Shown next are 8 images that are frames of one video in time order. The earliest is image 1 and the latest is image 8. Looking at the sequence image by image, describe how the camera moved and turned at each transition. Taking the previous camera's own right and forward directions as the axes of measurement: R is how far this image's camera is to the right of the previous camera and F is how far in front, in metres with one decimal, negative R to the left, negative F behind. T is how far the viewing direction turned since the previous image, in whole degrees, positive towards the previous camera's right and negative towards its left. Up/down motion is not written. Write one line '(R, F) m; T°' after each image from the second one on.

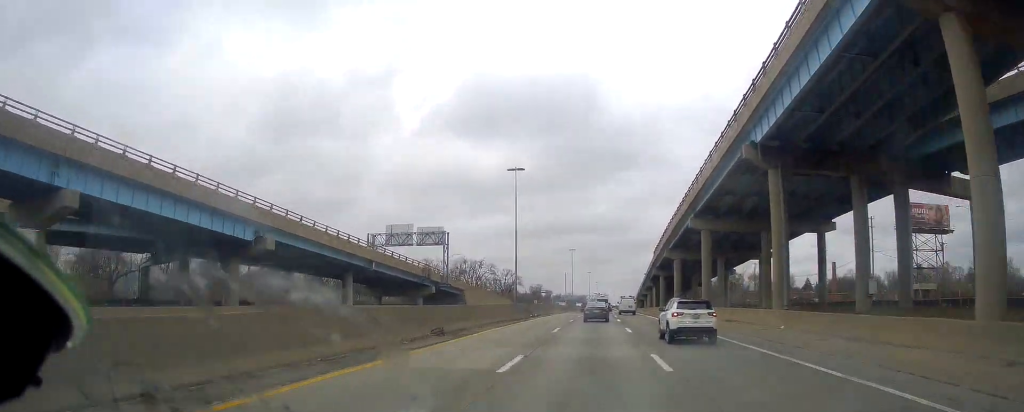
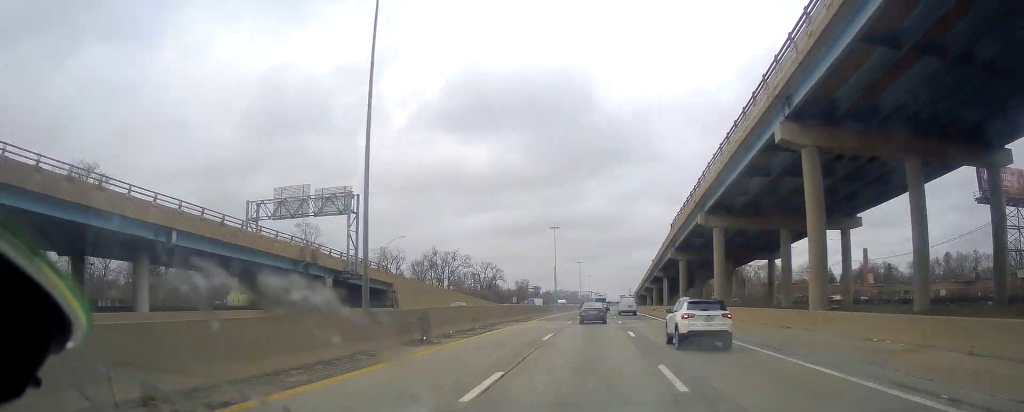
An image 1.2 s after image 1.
(+0.1, +34.1) m; -1°
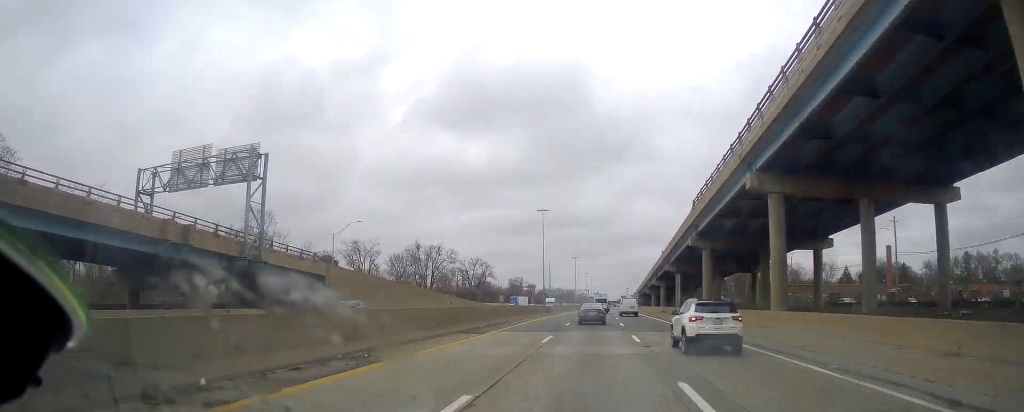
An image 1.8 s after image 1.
(-0.5, +18.4) m; 0°
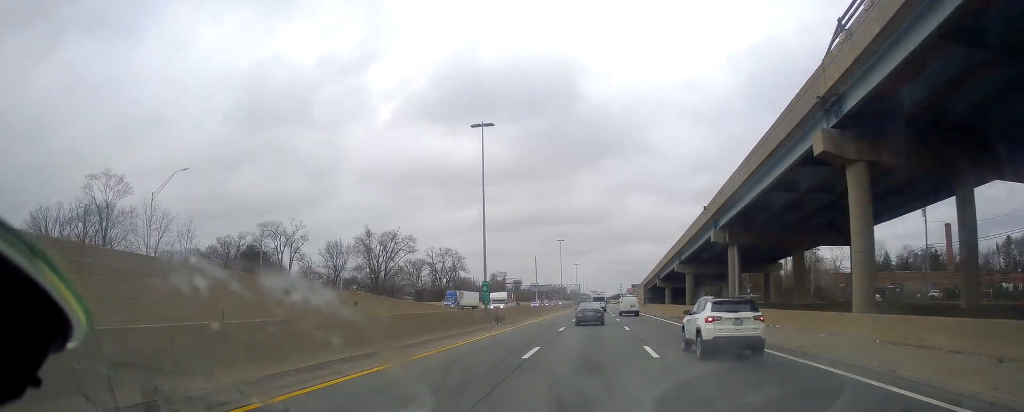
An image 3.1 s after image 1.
(+1.6, +37.2) m; +4°
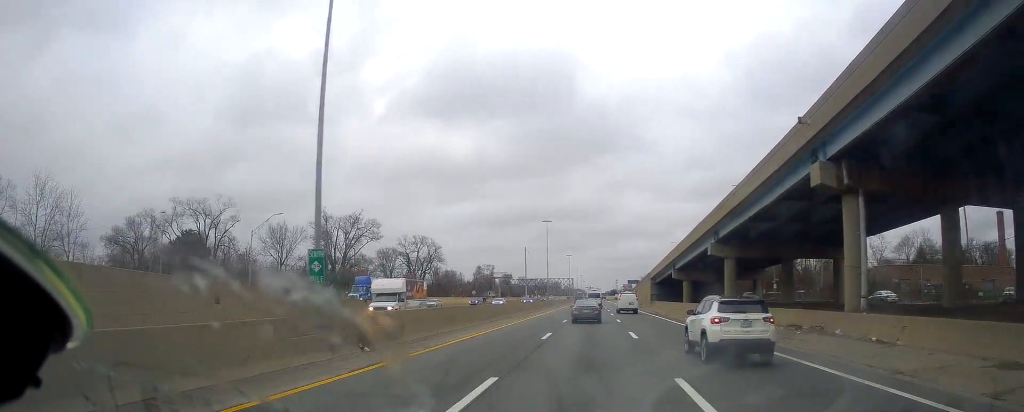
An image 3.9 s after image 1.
(+0.2, +23.7) m; +1°
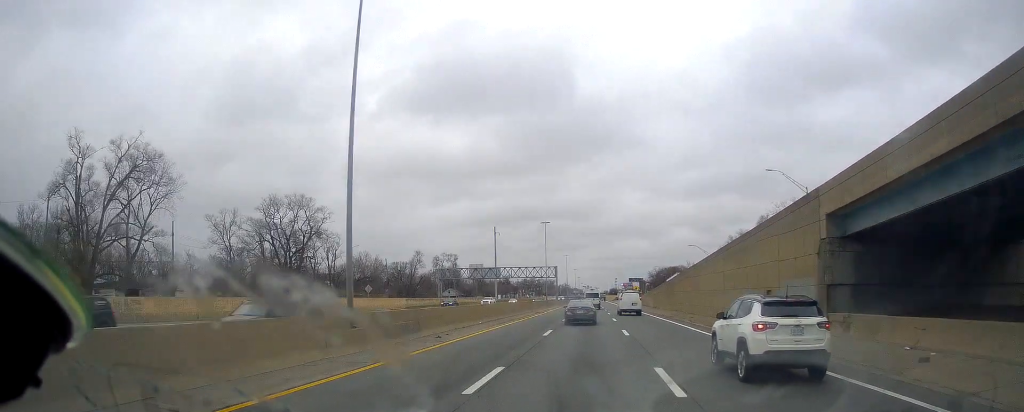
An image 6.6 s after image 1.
(-0.3, +73.8) m; +1°
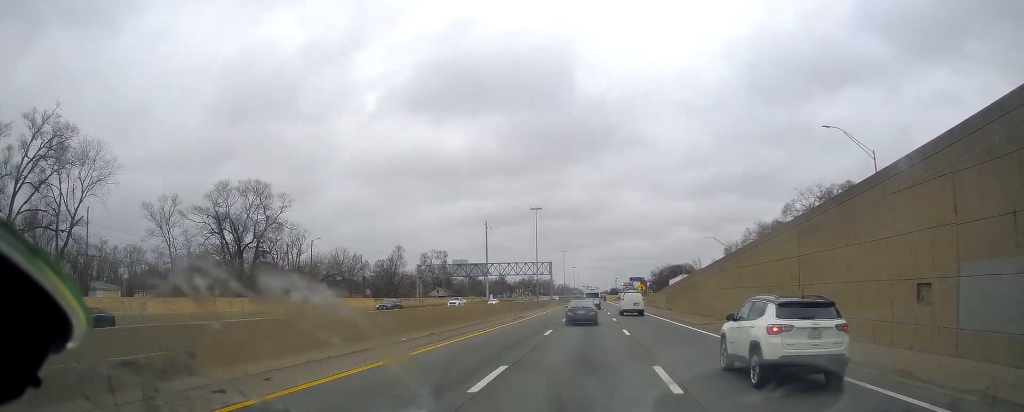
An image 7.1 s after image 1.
(0.0, +15.1) m; -1°
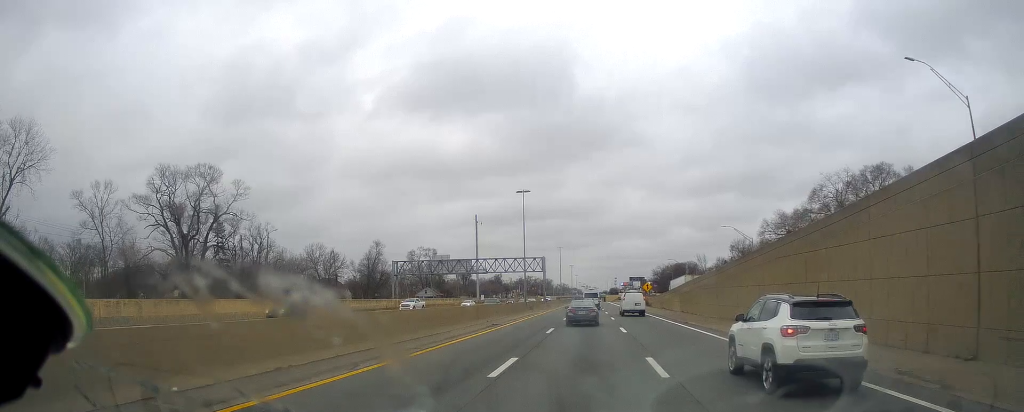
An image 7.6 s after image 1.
(+0.2, +13.3) m; -1°
